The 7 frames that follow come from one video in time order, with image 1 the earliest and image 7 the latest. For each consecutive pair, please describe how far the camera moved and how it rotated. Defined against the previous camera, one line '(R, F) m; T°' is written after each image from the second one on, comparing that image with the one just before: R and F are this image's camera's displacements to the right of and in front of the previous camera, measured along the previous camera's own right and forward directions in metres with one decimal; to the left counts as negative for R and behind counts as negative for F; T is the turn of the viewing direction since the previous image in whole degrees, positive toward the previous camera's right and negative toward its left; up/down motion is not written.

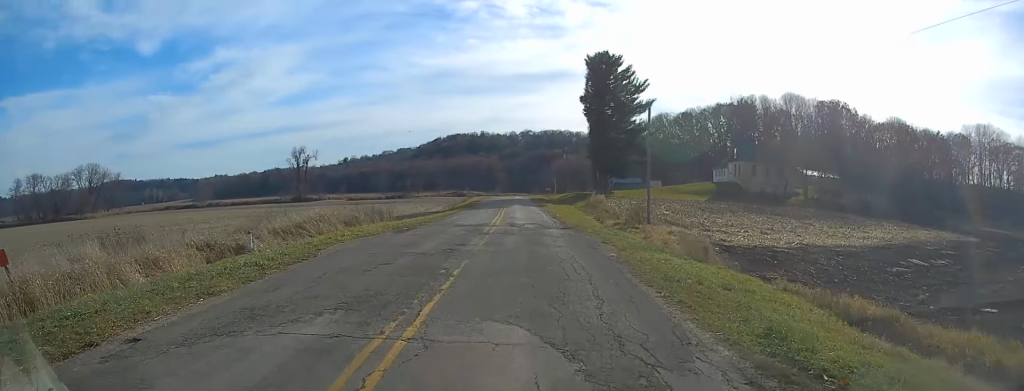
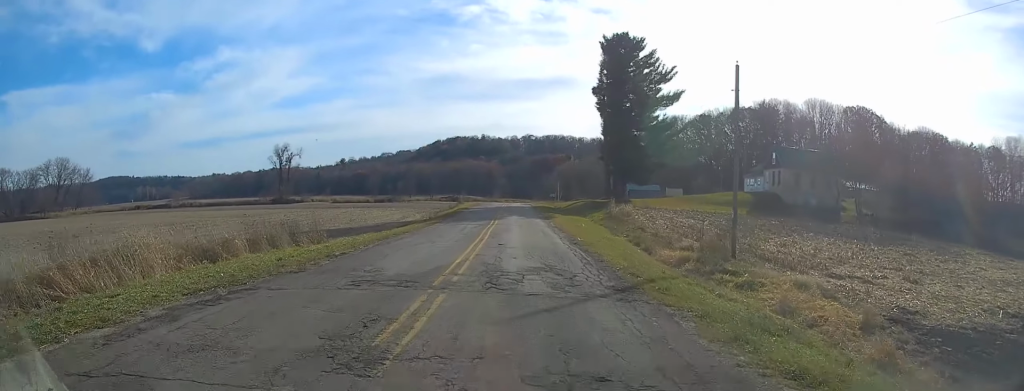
(-0.2, +17.2) m; -1°
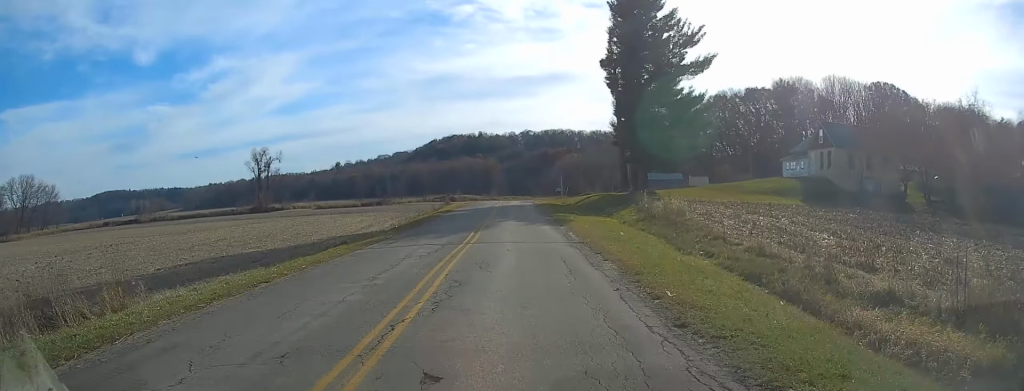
(-0.2, +16.3) m; +1°
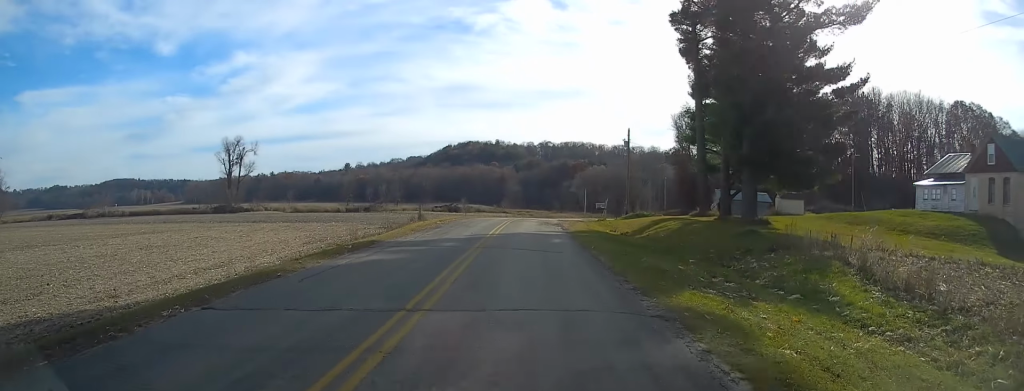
(+0.8, +29.3) m; +2°
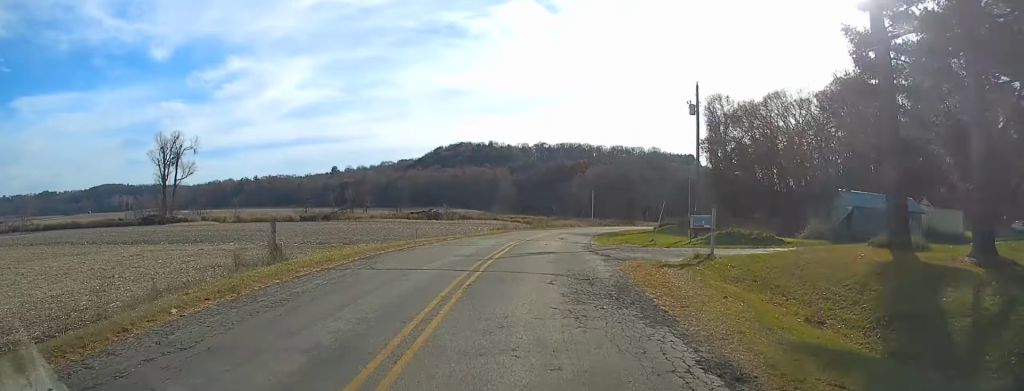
(0.0, +28.2) m; 0°
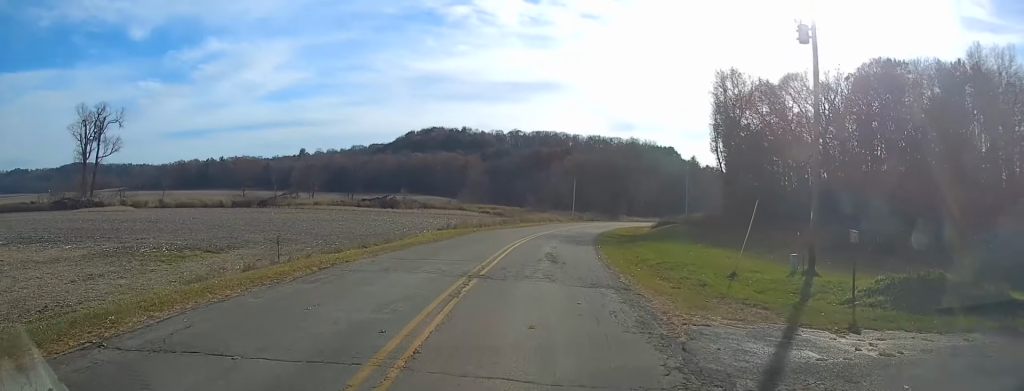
(0.0, +18.9) m; 0°
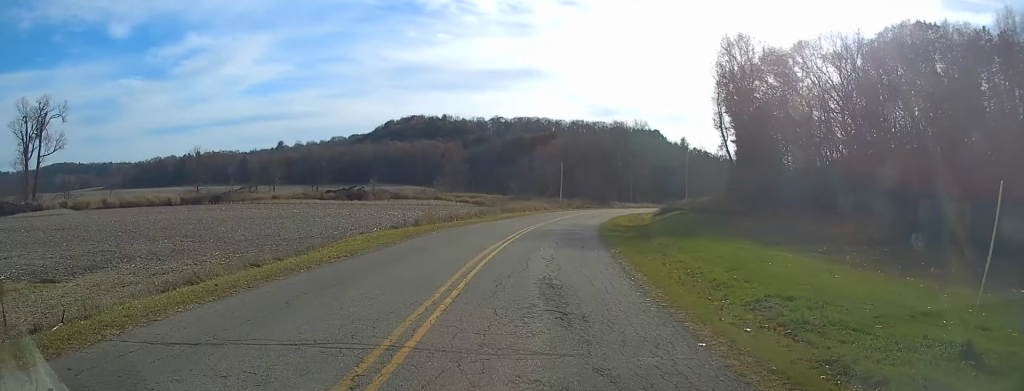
(0.0, +11.6) m; +3°
